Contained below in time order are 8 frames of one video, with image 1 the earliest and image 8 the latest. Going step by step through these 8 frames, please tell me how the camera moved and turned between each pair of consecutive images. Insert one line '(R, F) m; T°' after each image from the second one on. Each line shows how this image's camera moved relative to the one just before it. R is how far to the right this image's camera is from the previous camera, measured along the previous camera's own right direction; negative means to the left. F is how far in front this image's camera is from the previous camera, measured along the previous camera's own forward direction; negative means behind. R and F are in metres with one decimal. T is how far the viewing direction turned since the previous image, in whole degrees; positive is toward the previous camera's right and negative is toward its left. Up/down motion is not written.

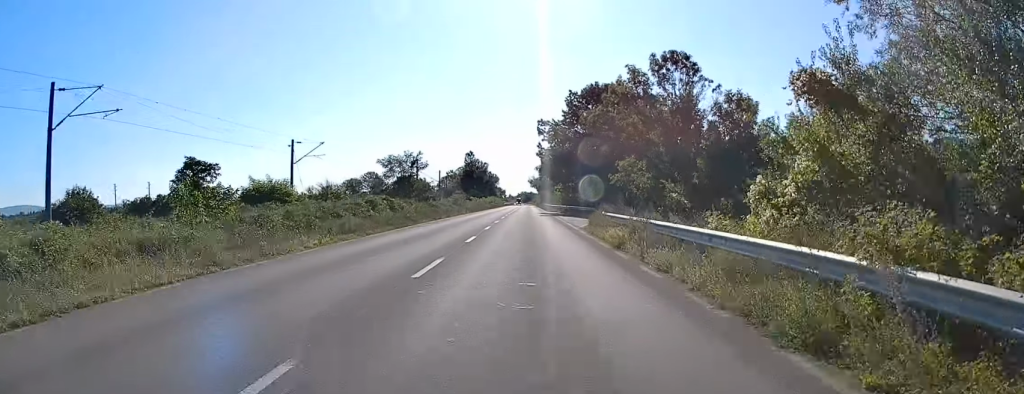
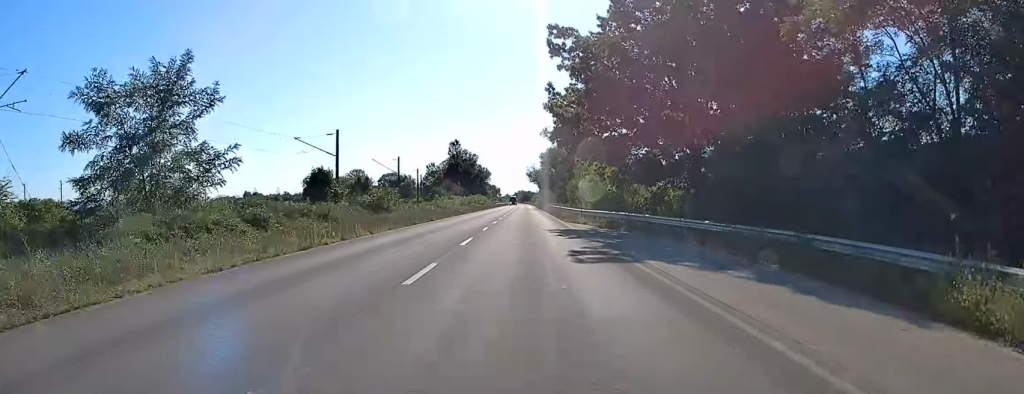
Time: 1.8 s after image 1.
(0.0, +45.6) m; 0°
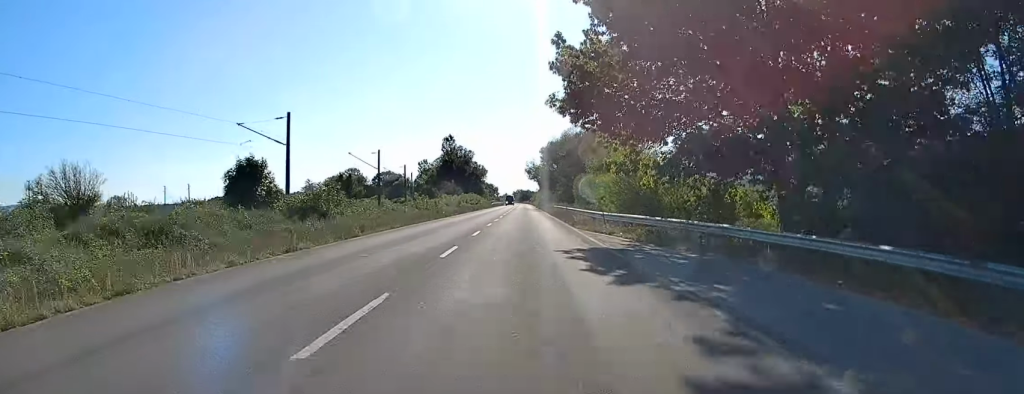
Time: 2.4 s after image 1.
(0.0, +13.2) m; 0°
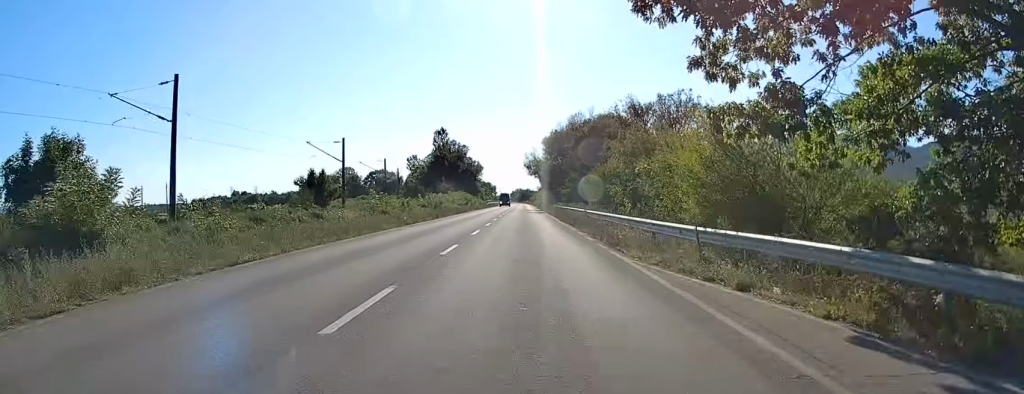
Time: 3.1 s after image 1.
(0.0, +17.4) m; +1°
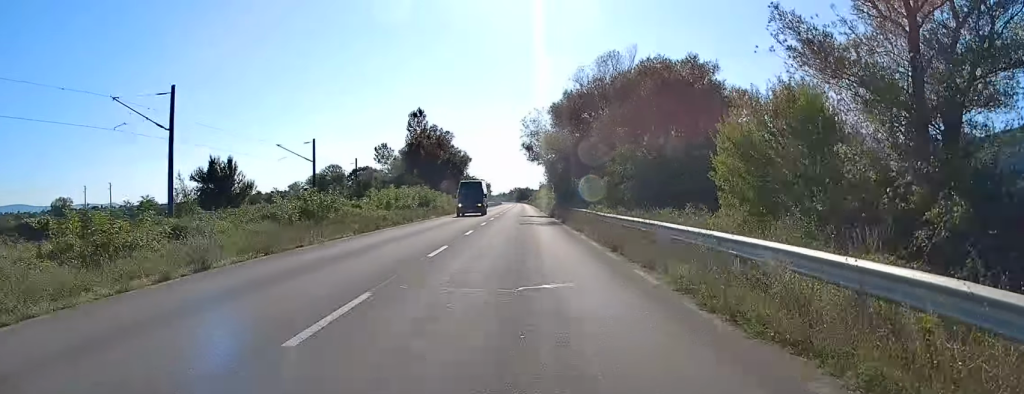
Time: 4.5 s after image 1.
(+0.4, +36.5) m; 0°
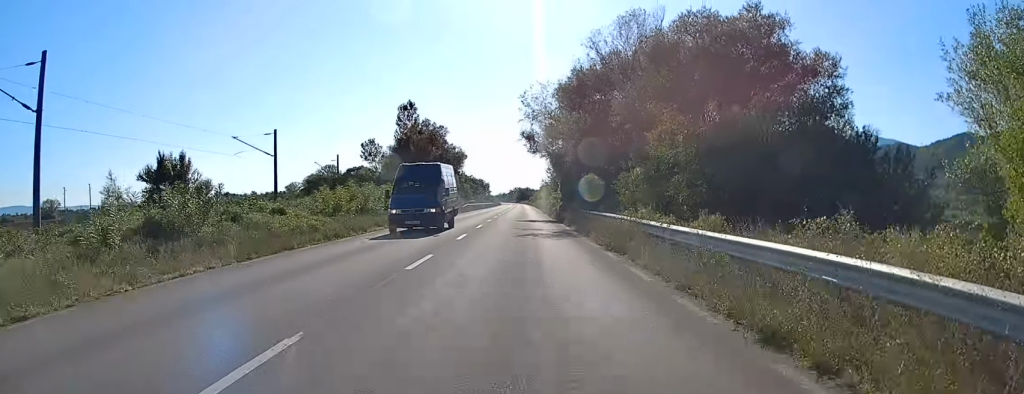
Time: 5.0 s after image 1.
(-0.2, +11.6) m; -1°
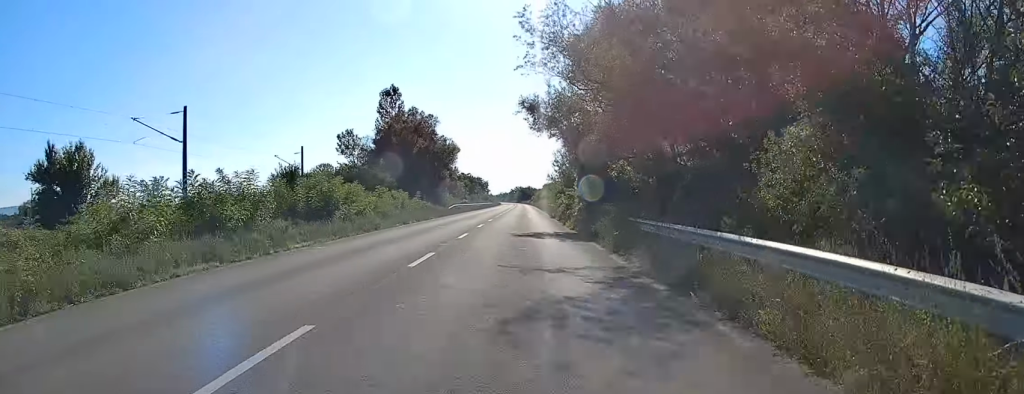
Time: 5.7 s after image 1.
(-0.1, +17.5) m; 0°
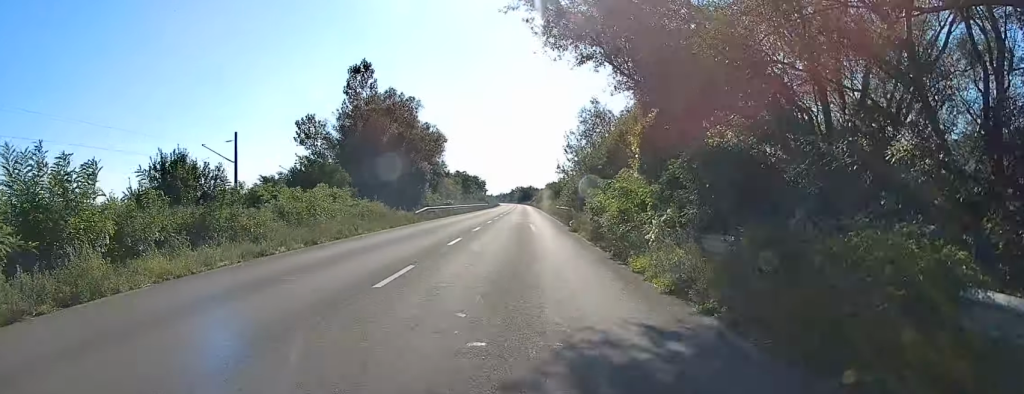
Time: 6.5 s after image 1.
(0.0, +20.9) m; 0°
